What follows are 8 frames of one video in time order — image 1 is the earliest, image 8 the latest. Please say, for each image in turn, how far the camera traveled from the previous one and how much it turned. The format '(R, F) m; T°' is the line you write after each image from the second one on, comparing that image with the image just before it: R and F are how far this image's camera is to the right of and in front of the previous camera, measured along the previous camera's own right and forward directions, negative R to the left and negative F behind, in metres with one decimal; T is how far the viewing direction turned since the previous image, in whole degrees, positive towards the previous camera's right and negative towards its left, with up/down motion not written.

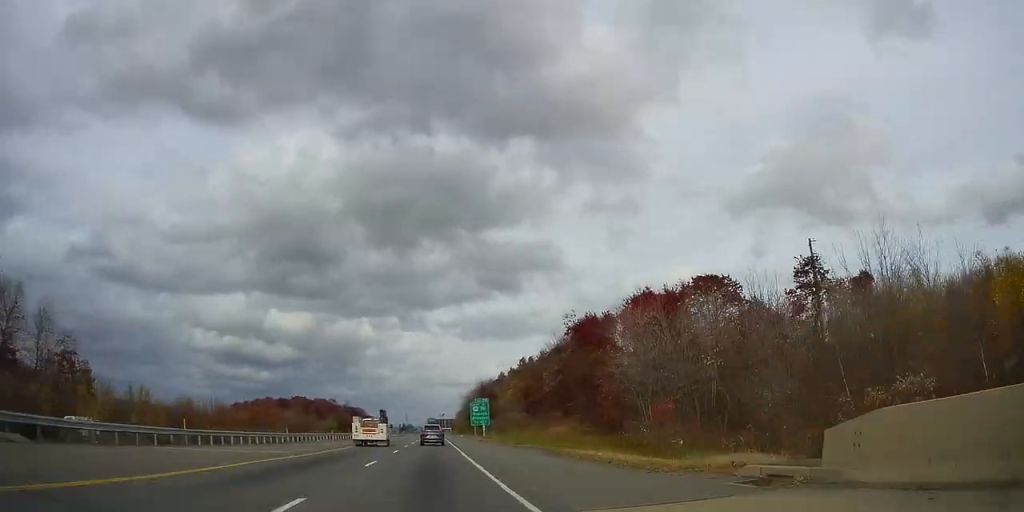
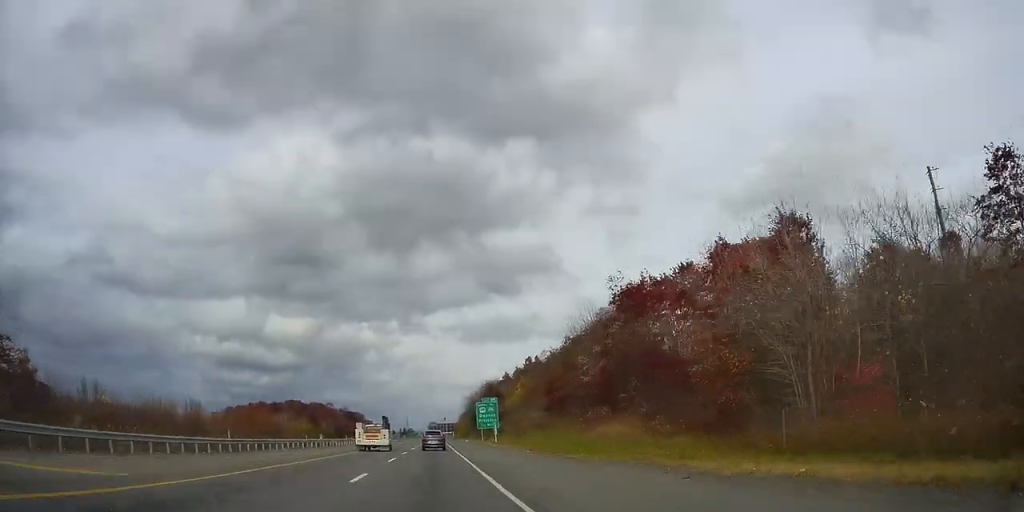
(0.0, +15.9) m; 0°
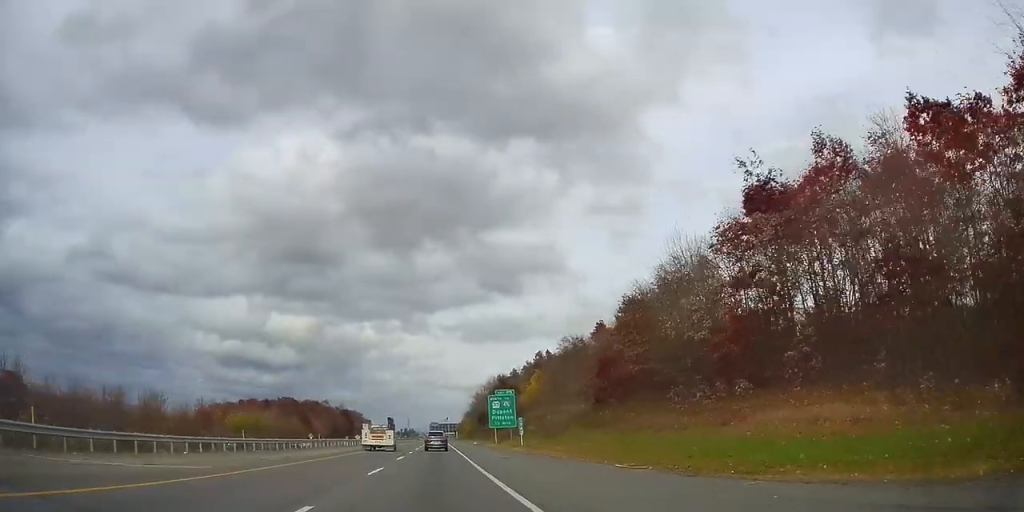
(0.0, +20.9) m; 0°
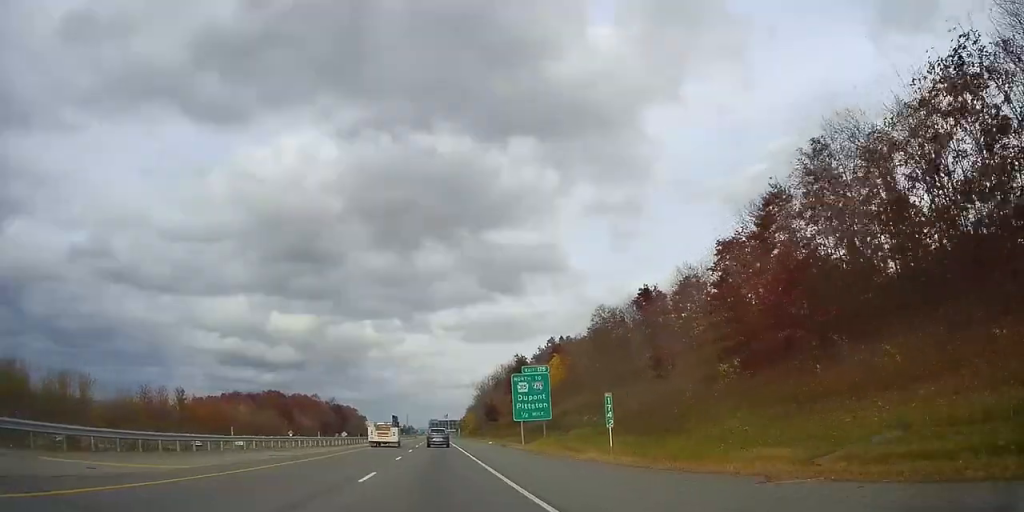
(-0.2, +27.3) m; -1°
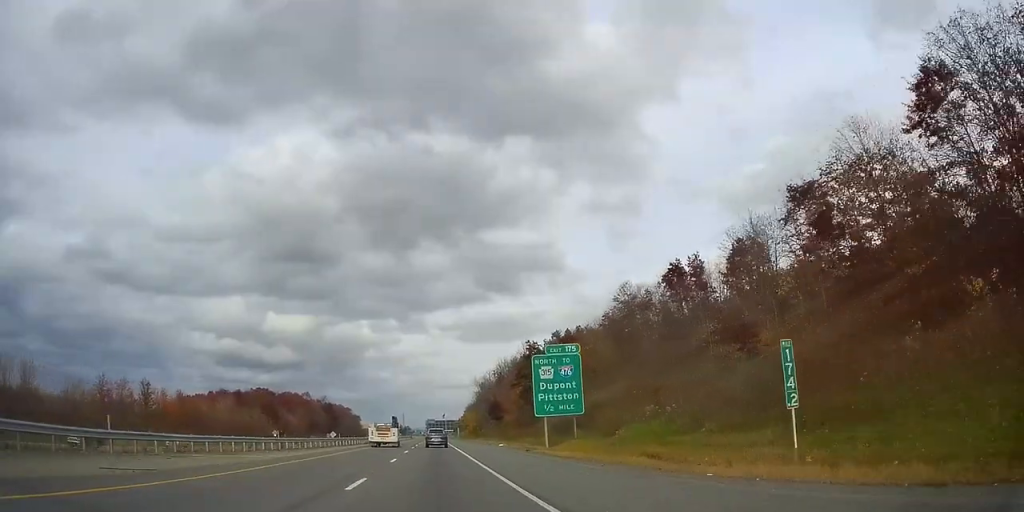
(0.0, +14.4) m; 0°
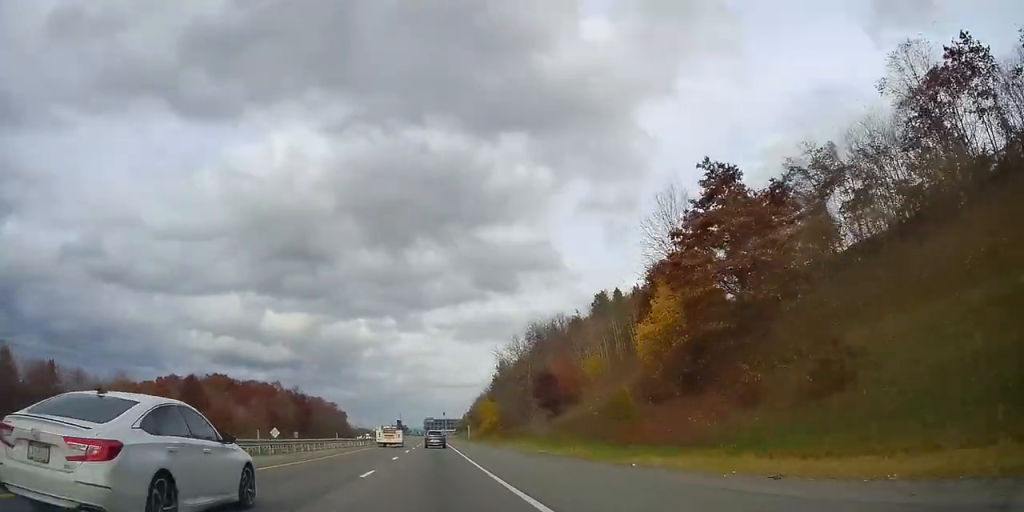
(+0.6, +55.7) m; +1°
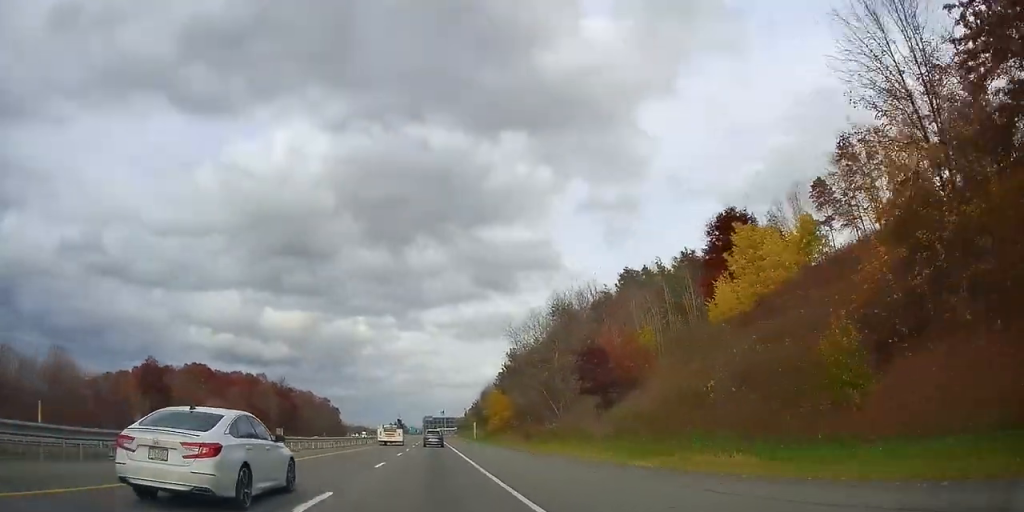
(0.0, +19.6) m; 0°
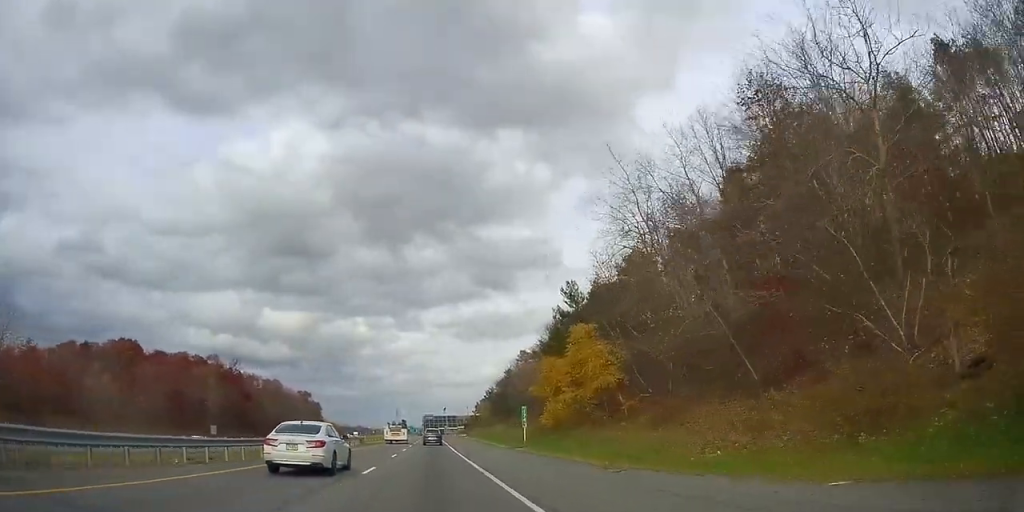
(-0.1, +51.2) m; 0°
